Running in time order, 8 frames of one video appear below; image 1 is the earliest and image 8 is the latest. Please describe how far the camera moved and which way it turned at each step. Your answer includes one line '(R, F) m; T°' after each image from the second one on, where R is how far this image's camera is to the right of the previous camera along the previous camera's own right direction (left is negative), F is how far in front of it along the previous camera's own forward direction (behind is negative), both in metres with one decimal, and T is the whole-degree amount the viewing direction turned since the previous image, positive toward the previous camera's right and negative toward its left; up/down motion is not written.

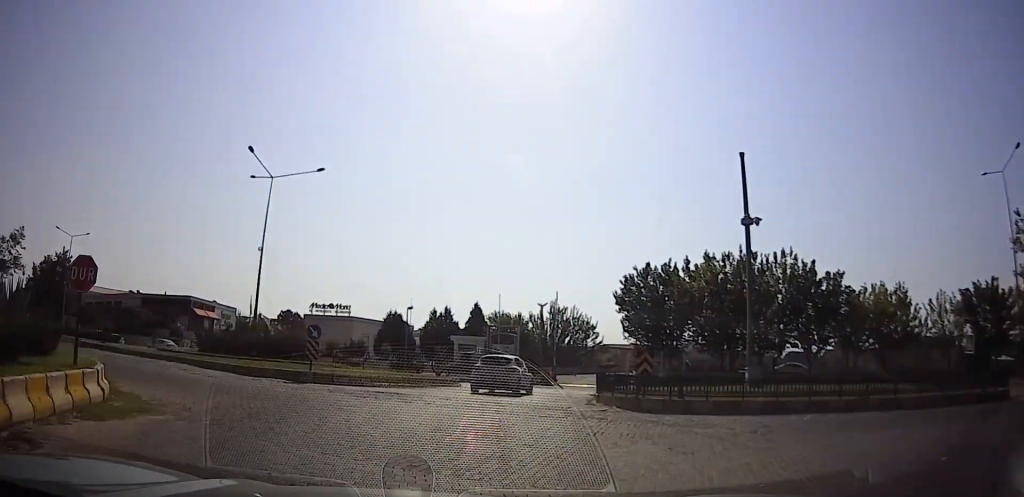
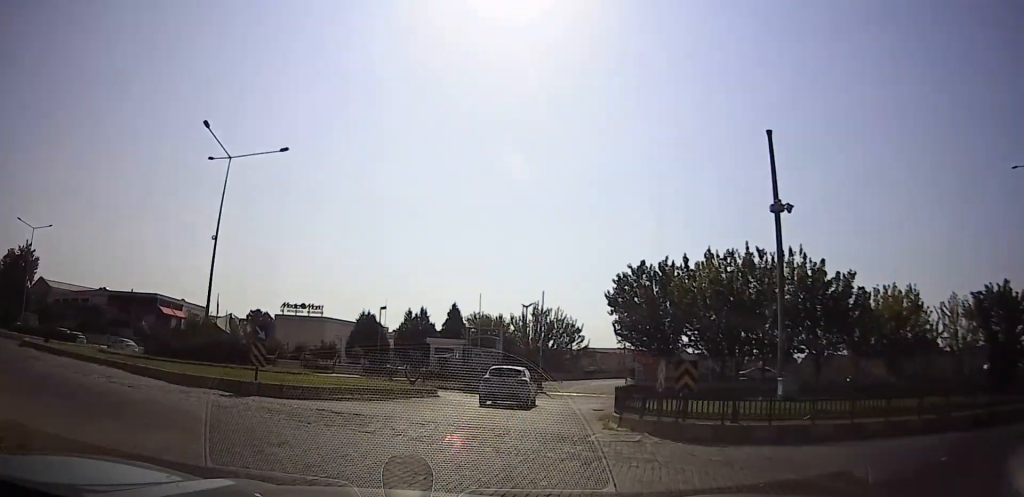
(+0.1, +4.8) m; +1°
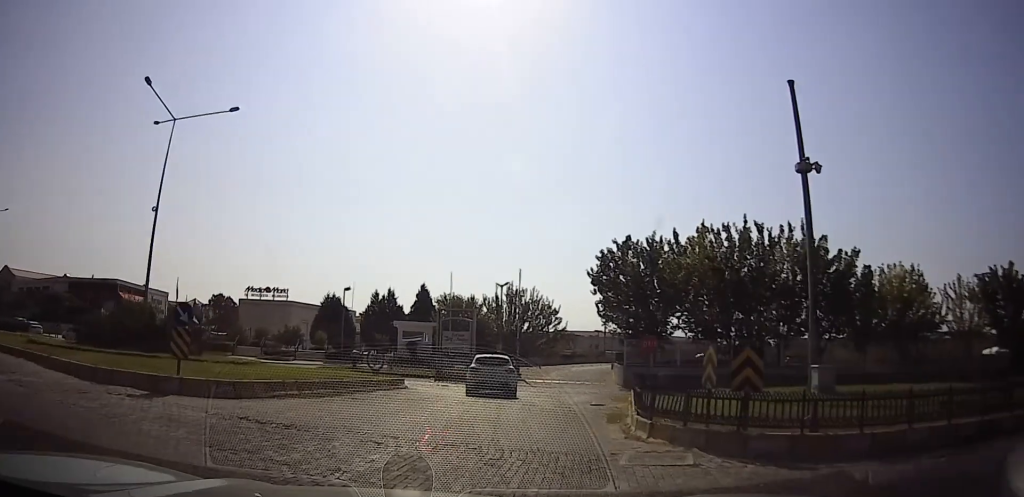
(0.0, +4.2) m; 0°
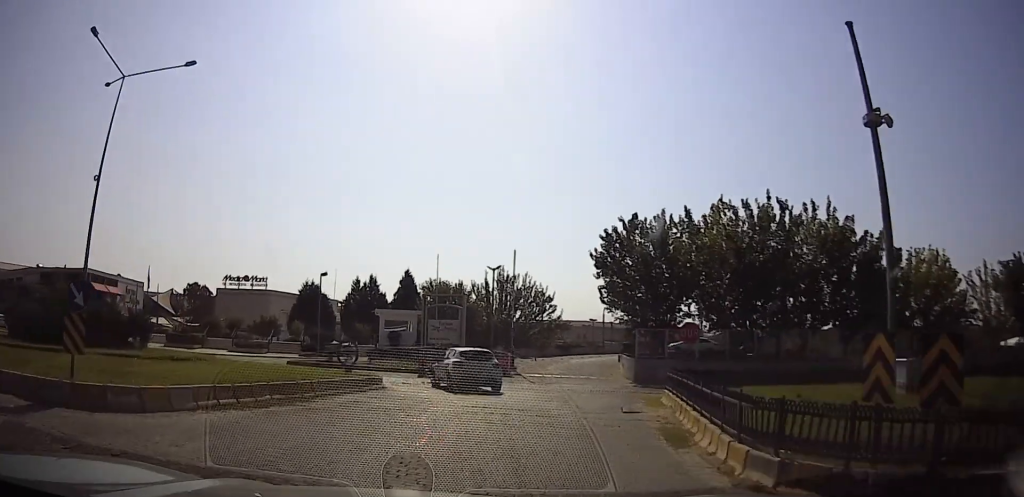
(0.0, +4.5) m; 0°
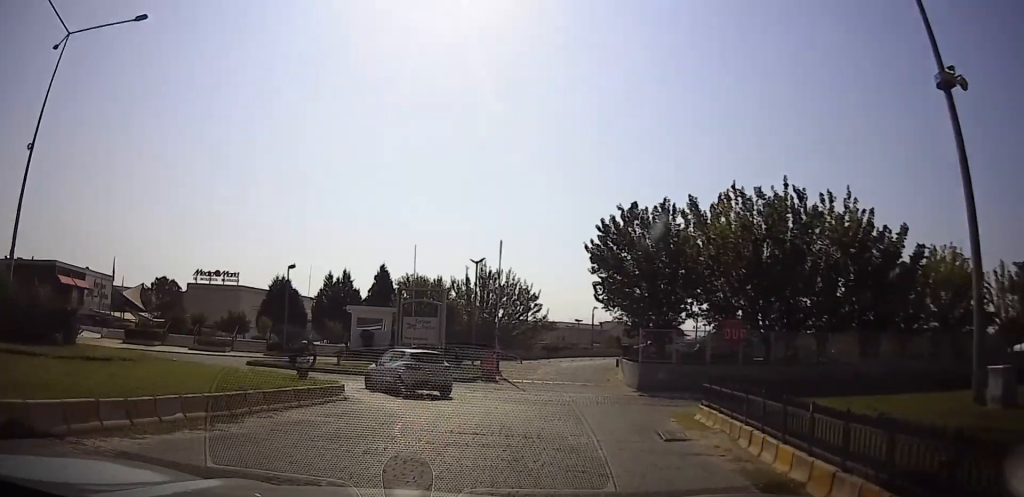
(0.0, +3.8) m; 0°
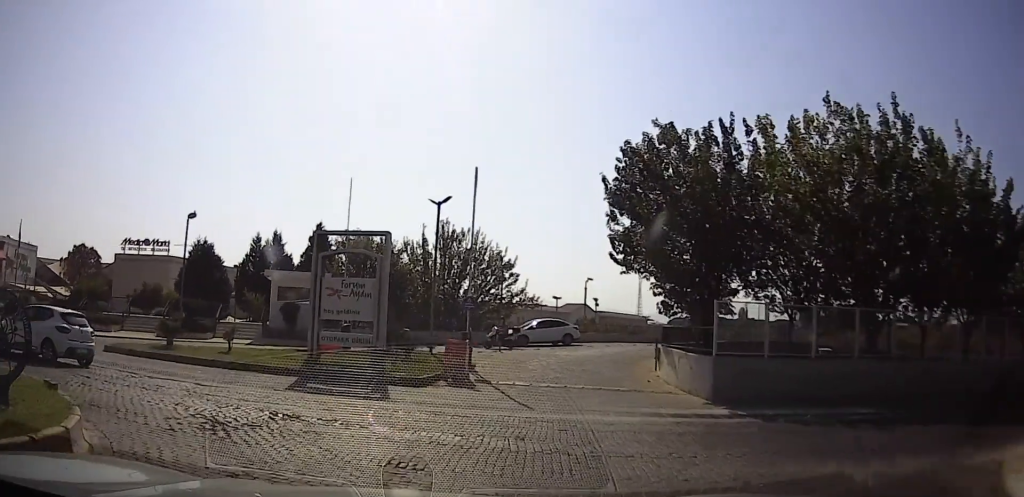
(+0.7, +10.7) m; +13°
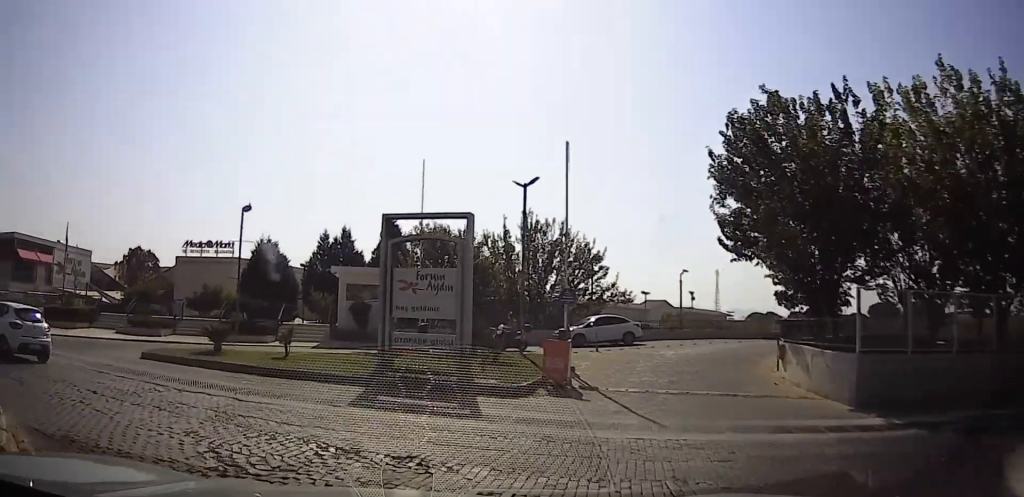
(+0.6, +2.8) m; -12°
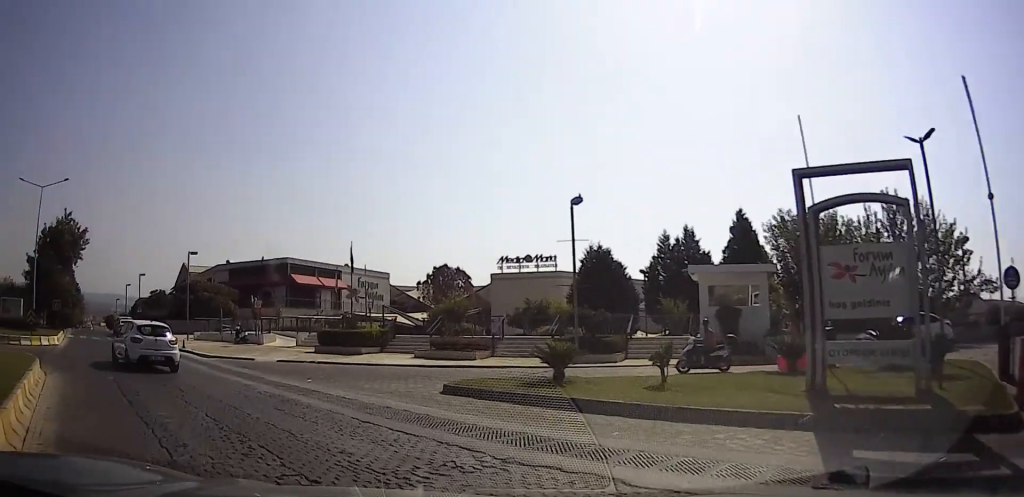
(-1.5, +4.7) m; -29°
